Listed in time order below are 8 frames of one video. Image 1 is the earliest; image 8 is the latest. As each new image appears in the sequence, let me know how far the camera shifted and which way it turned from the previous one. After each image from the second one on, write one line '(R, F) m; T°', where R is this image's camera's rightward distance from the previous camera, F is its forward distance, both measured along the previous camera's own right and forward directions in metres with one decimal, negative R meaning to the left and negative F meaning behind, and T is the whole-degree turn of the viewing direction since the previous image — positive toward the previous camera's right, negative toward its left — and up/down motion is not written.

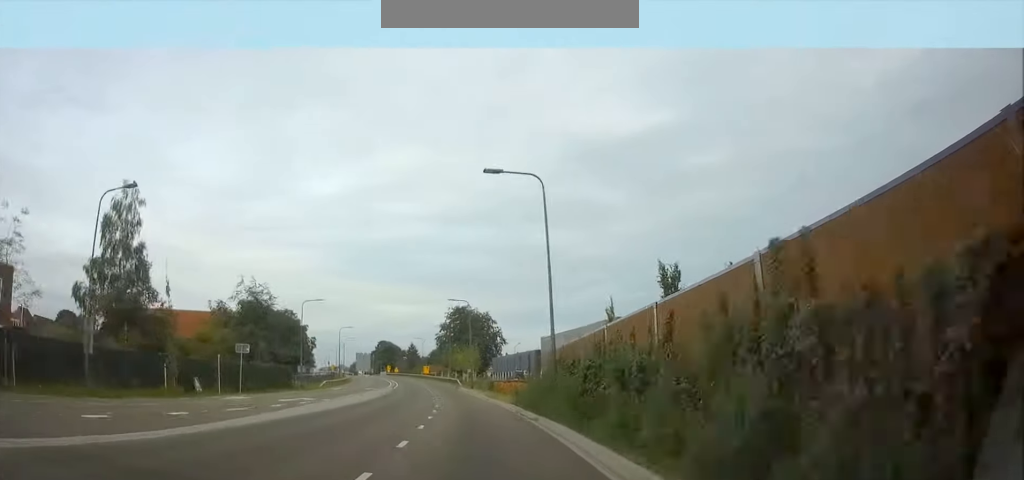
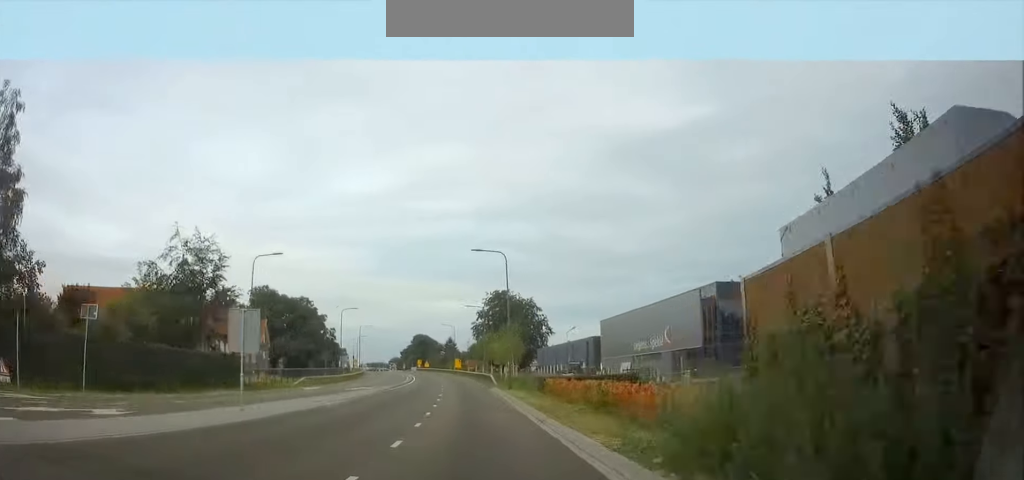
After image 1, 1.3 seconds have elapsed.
(-0.5, +20.5) m; -3°
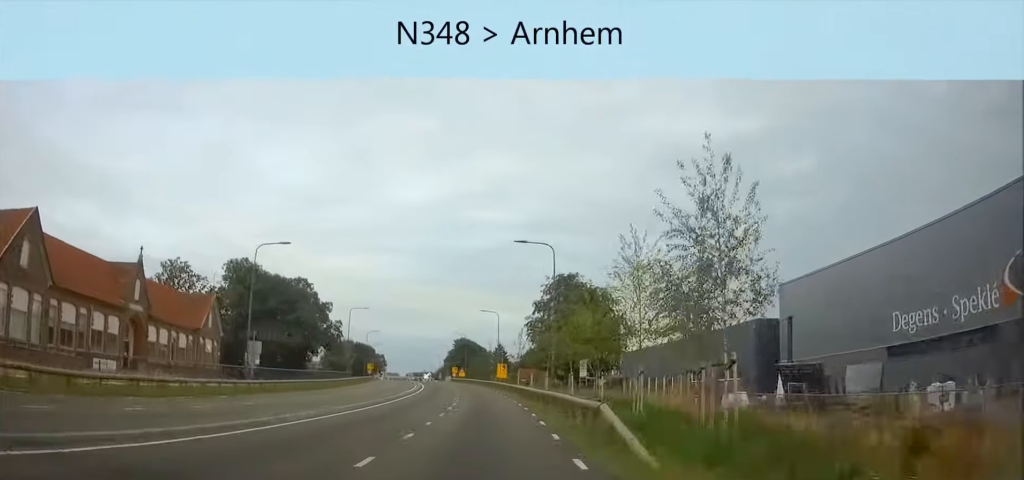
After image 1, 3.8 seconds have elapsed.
(-2.0, +38.1) m; -6°
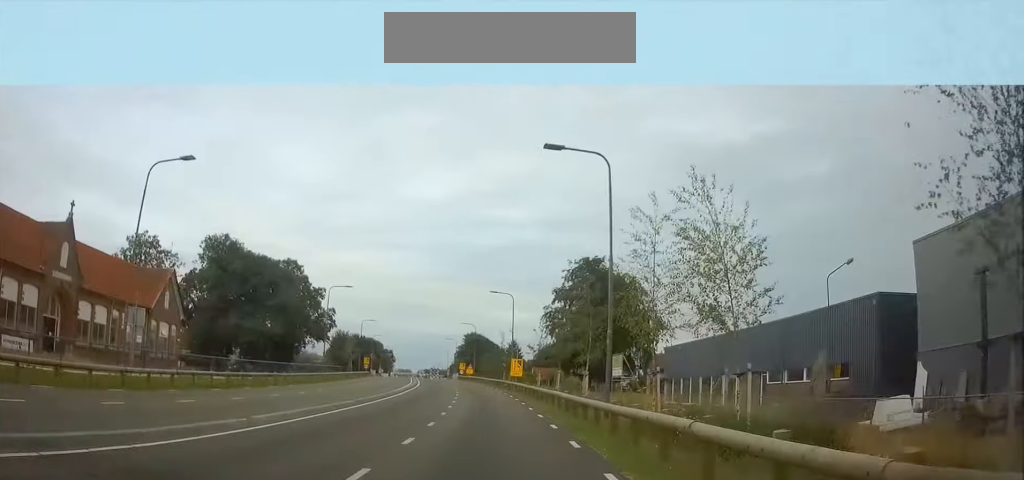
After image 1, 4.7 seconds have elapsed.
(-0.4, +13.5) m; -2°
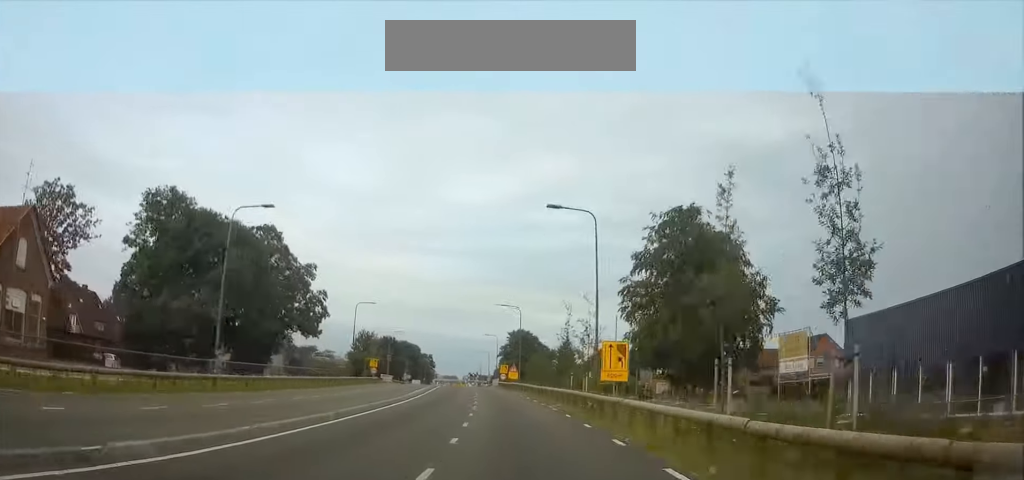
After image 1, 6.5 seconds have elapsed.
(-1.1, +28.1) m; -4°
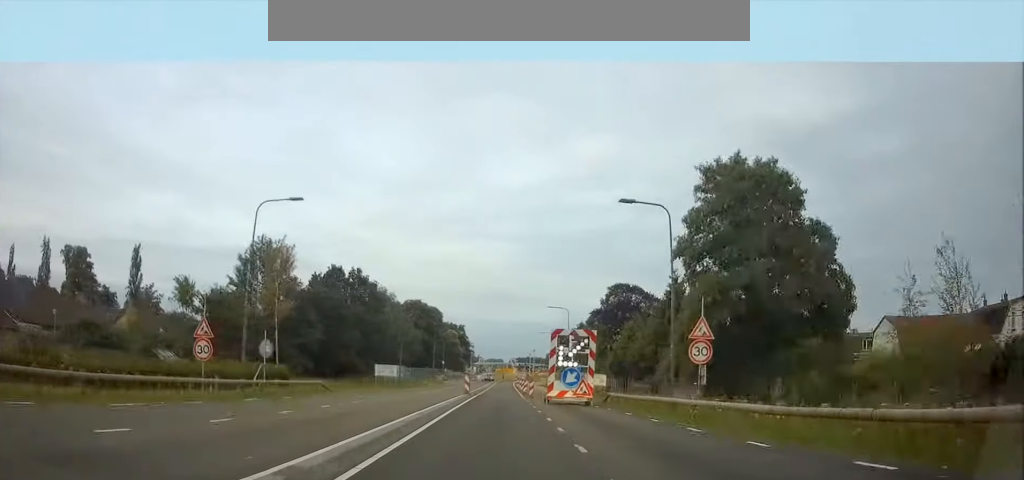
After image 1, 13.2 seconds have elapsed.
(-4.1, +106.1) m; -2°
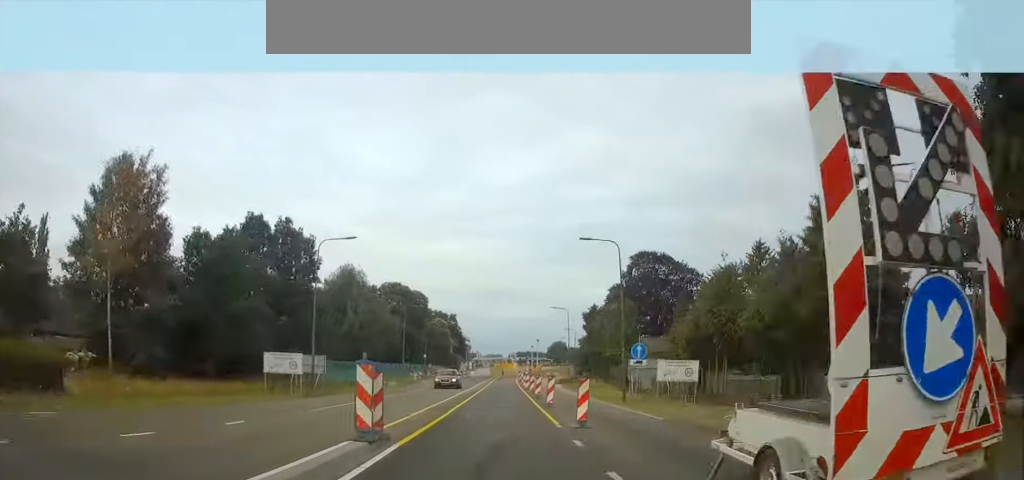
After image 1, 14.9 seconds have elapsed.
(+0.1, +27.4) m; 0°
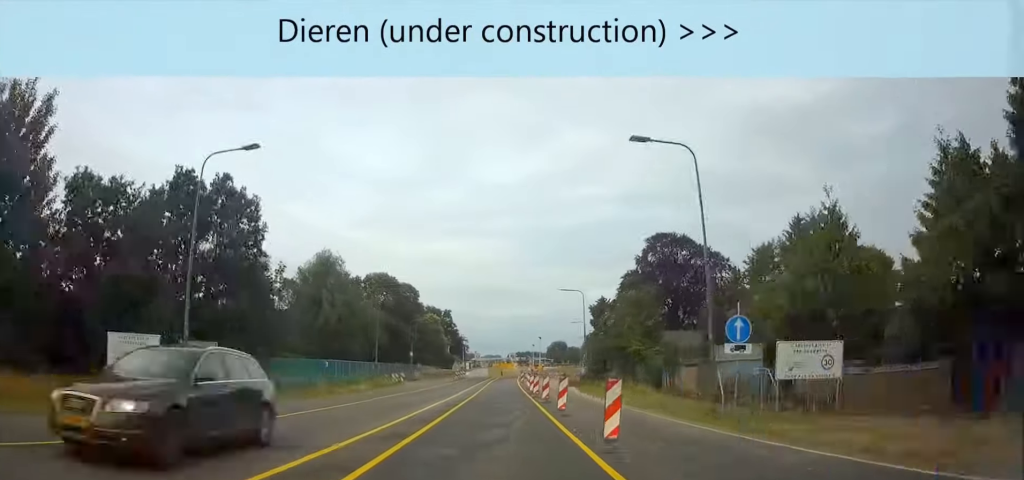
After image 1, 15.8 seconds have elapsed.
(0.0, +13.7) m; 0°
